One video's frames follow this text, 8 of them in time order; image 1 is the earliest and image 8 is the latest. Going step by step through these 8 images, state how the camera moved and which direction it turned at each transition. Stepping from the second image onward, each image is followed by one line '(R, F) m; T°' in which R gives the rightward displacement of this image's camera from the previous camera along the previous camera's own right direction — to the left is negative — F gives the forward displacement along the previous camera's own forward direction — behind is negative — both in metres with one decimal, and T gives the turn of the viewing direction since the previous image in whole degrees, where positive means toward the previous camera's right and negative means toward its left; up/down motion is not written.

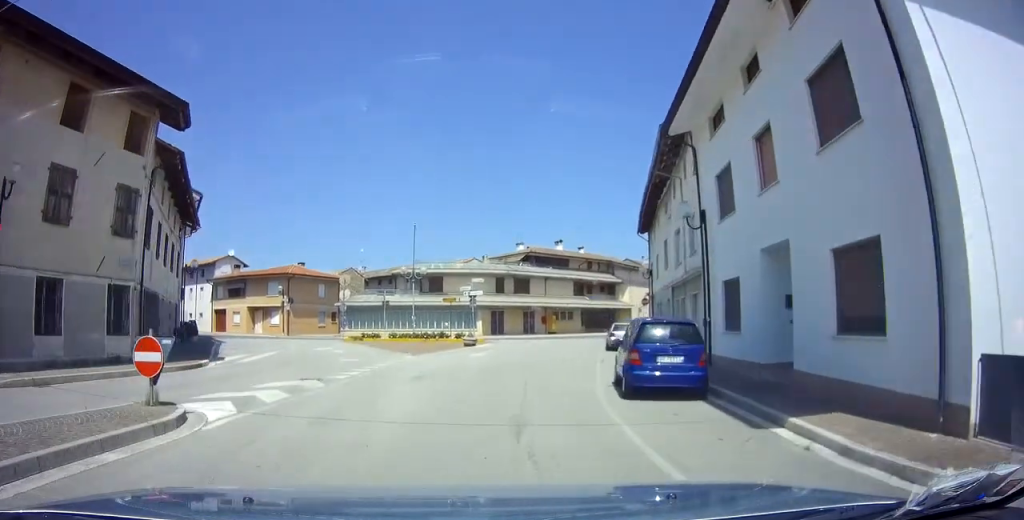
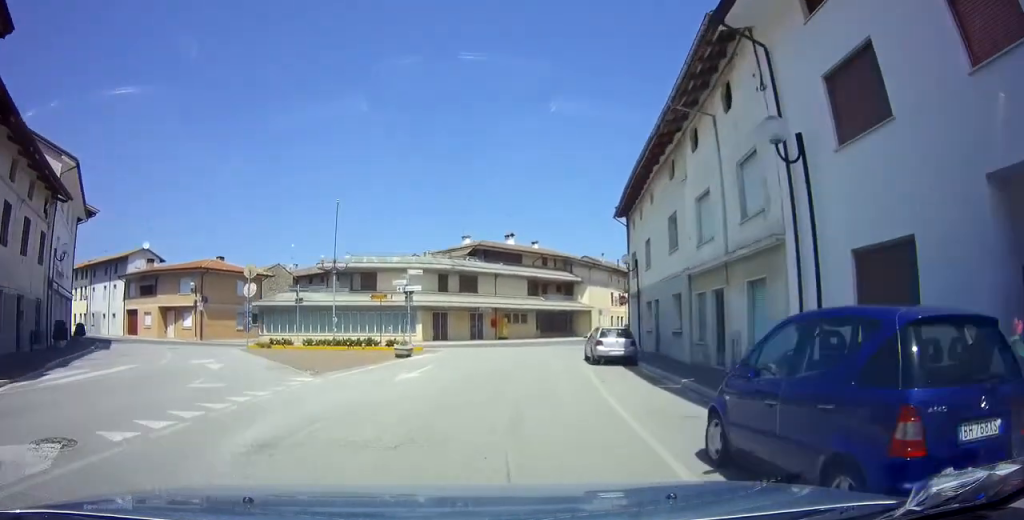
(0.0, +6.4) m; 0°
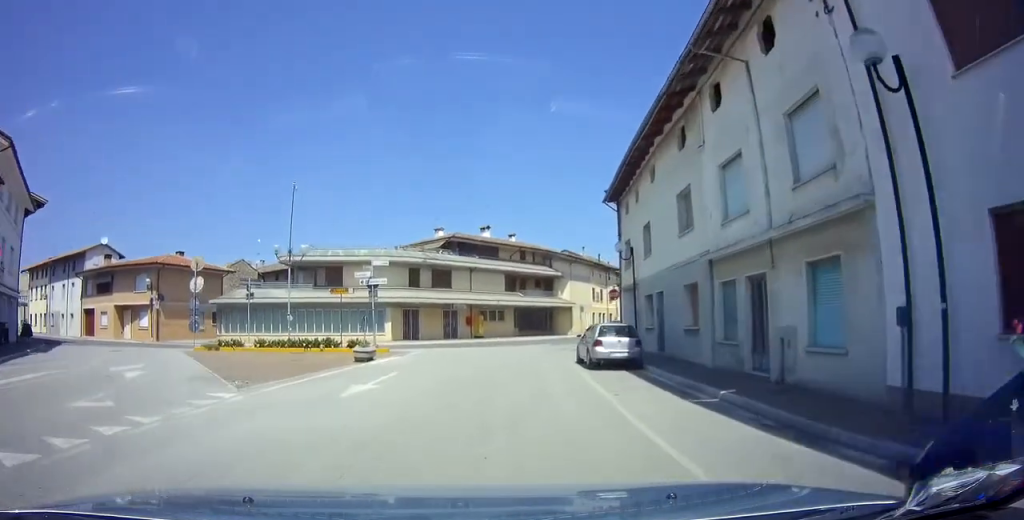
(0.0, +2.6) m; 0°
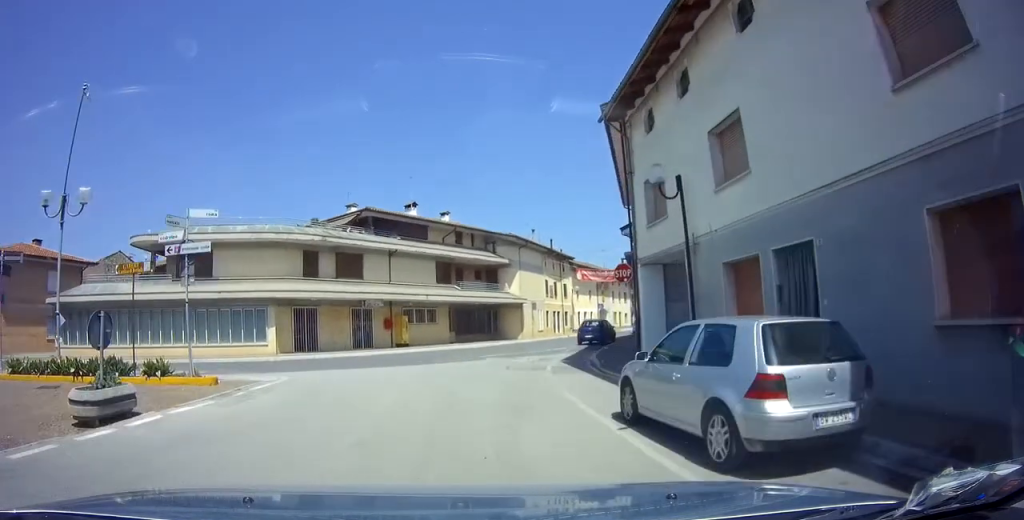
(0.0, +8.8) m; 0°
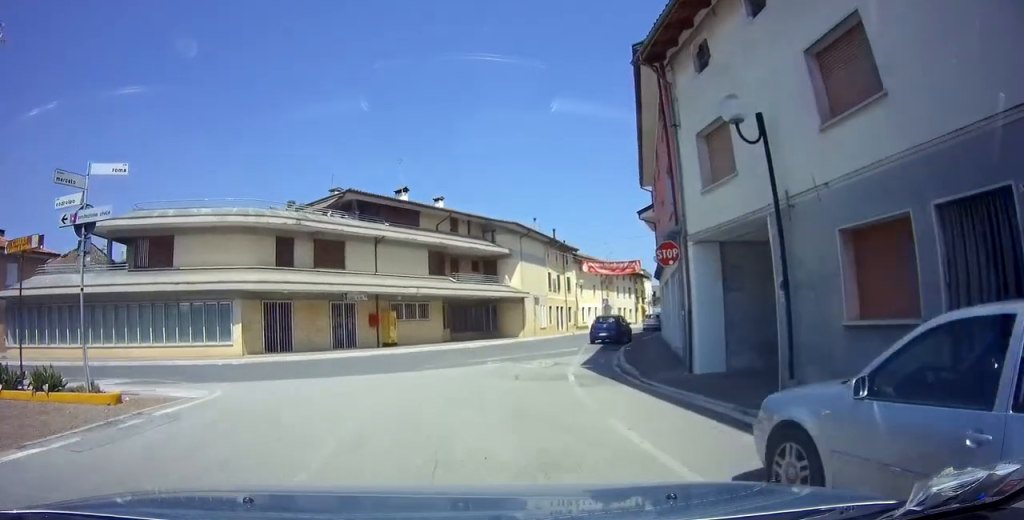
(0.0, +3.4) m; 0°
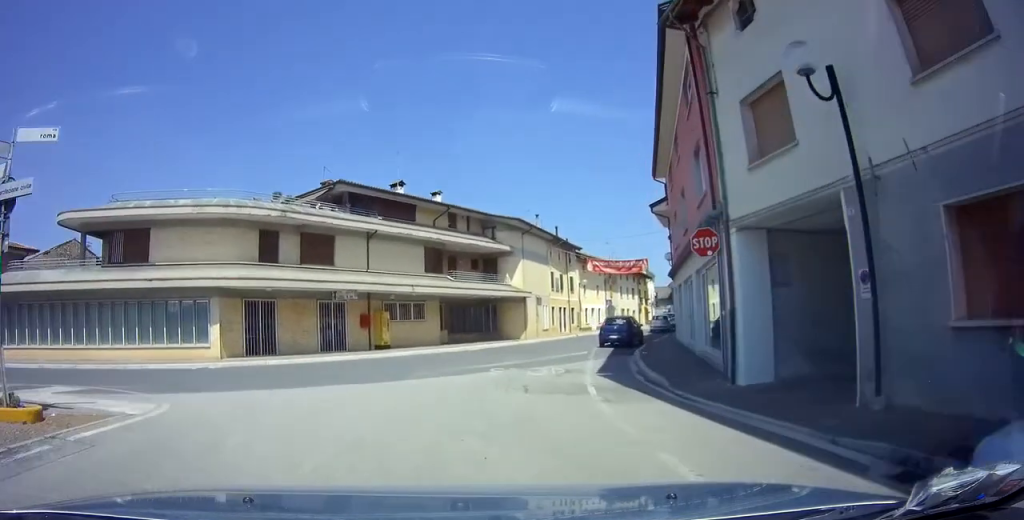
(0.0, +2.0) m; 0°
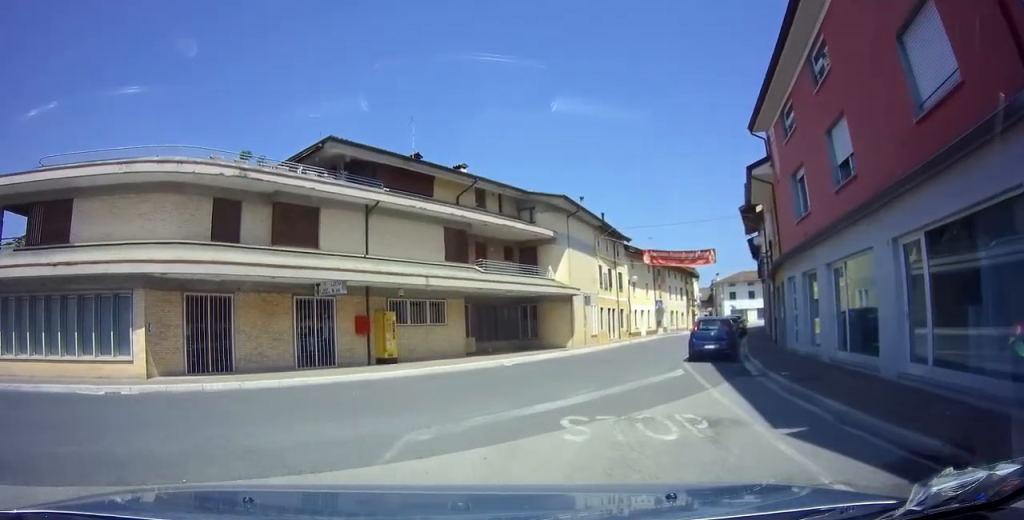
(0.0, +9.7) m; 0°
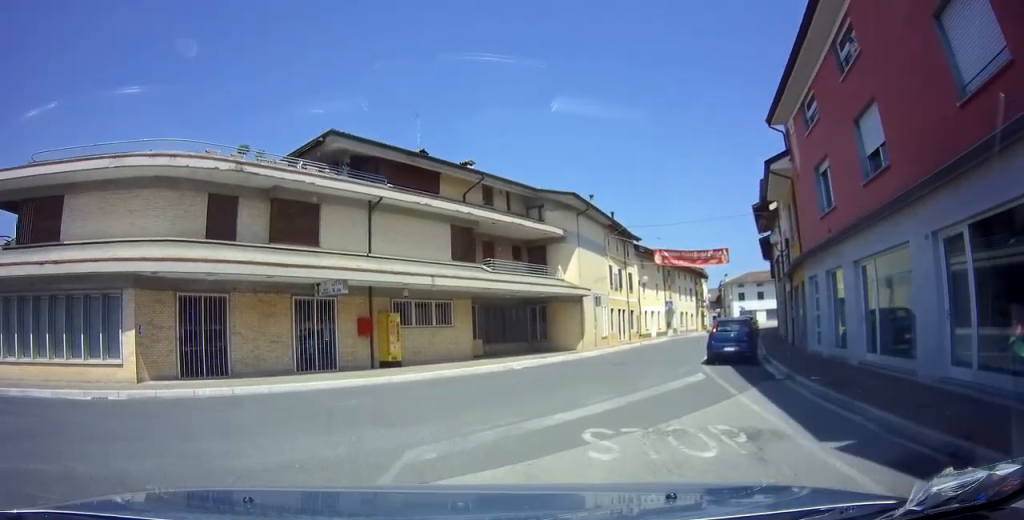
(0.0, +2.1) m; 0°
